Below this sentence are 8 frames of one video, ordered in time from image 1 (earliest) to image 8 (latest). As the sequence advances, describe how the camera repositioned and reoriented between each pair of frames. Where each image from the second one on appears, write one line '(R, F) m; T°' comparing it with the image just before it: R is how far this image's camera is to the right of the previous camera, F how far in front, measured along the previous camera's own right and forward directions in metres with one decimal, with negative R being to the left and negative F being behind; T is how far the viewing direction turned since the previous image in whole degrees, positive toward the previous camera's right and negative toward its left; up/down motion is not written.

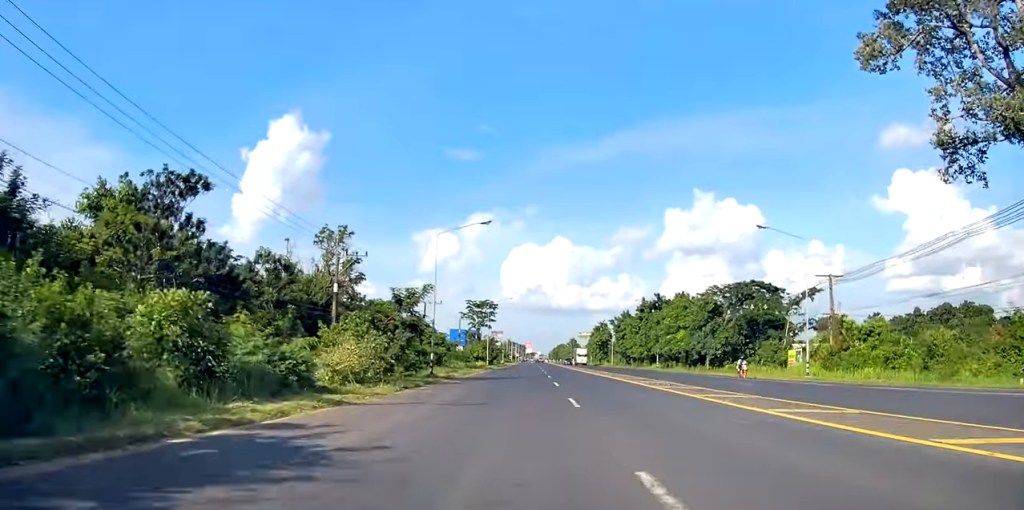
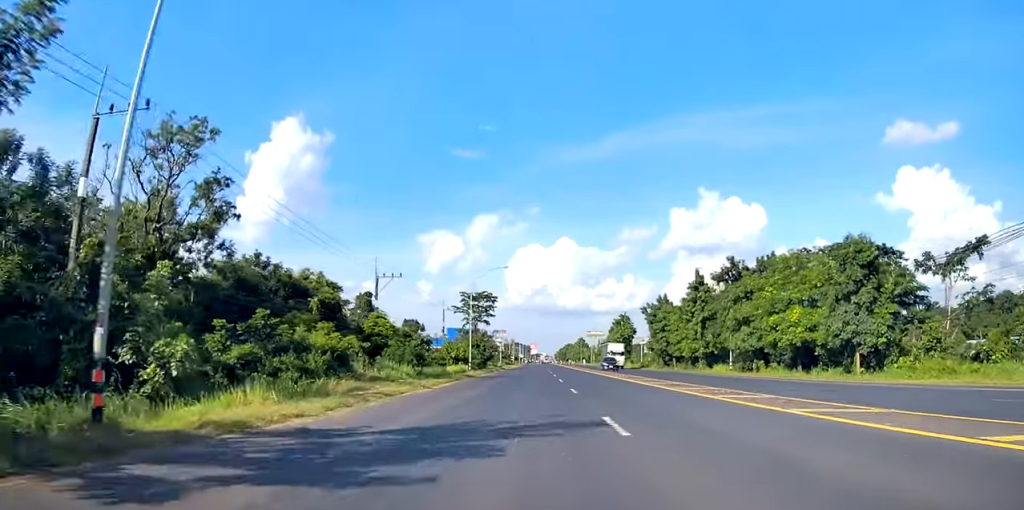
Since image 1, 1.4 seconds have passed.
(+0.3, +30.3) m; 0°
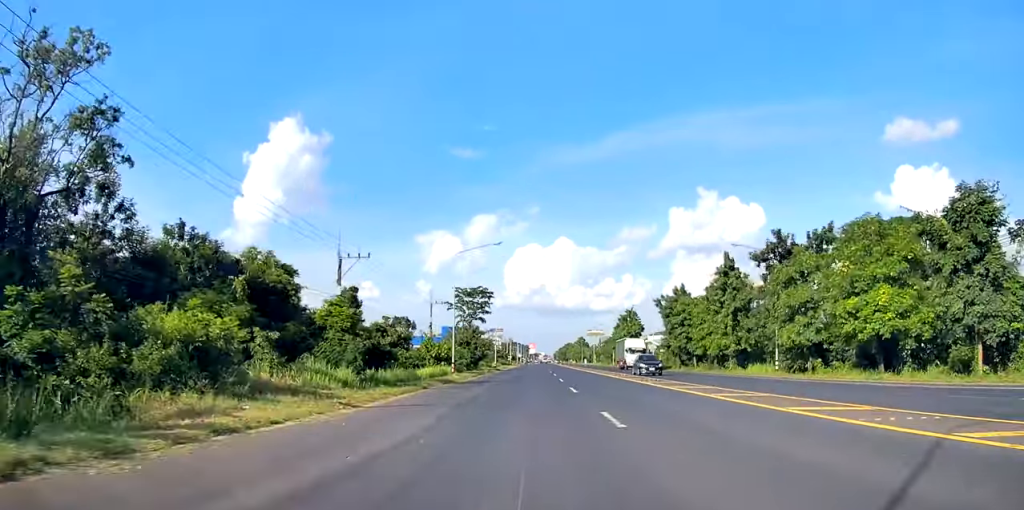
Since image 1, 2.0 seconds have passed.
(-0.3, +11.4) m; 0°
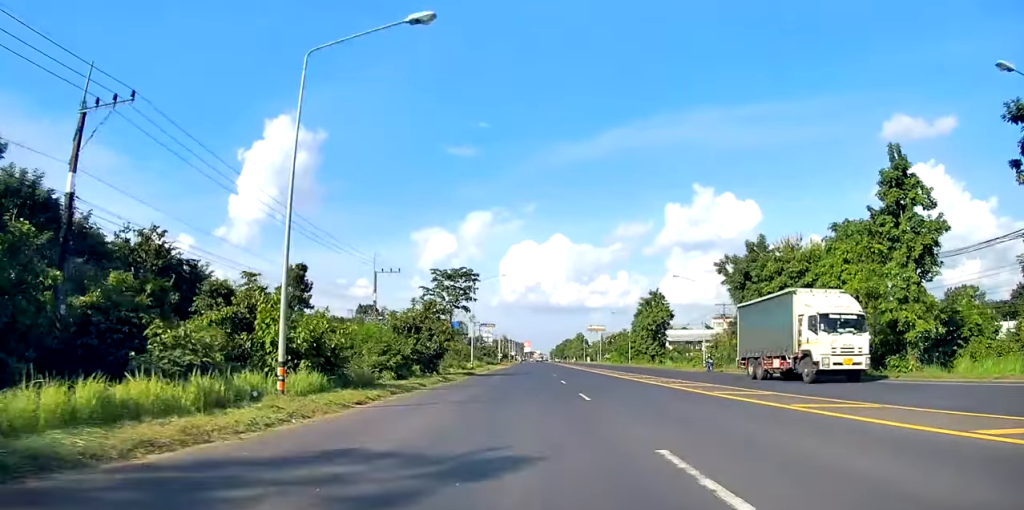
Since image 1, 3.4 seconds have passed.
(+0.3, +30.3) m; 0°
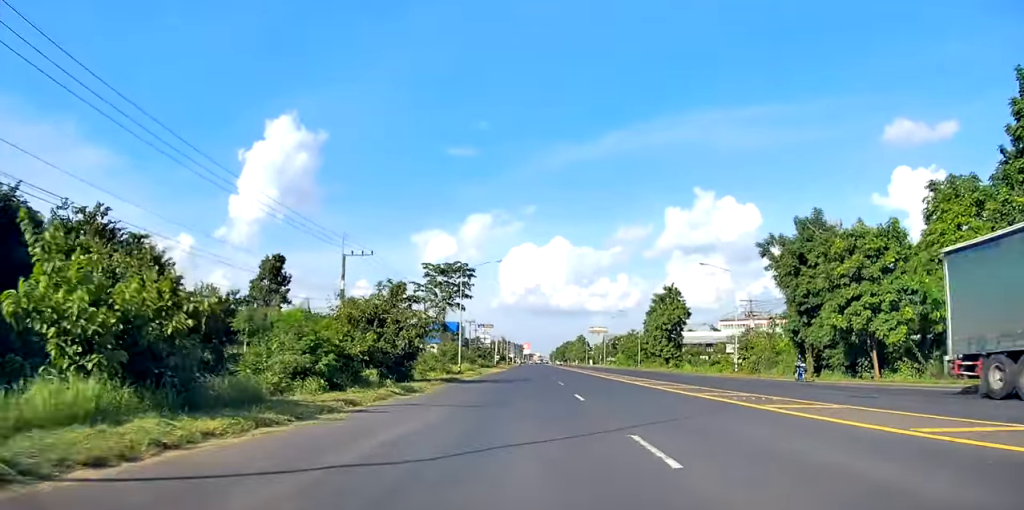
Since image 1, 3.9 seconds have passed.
(-0.2, +10.3) m; 0°
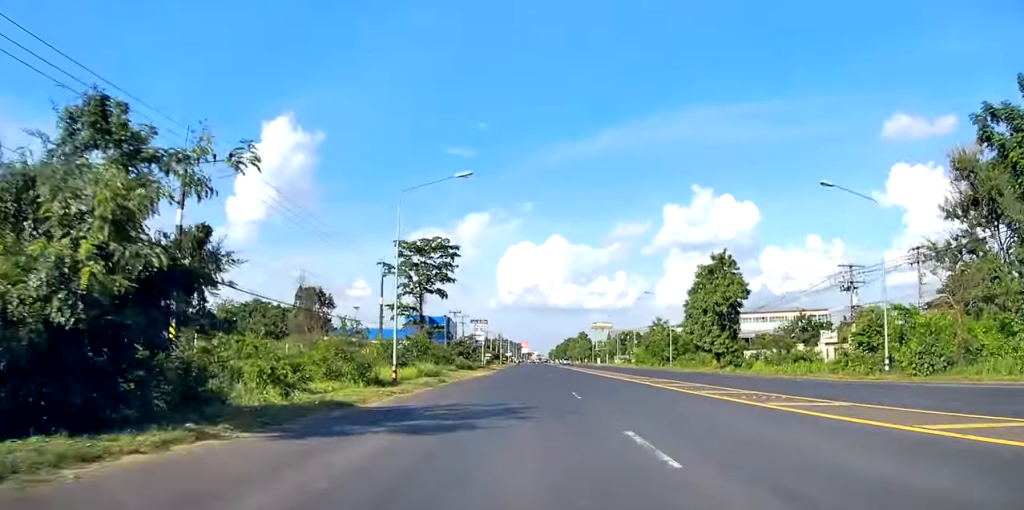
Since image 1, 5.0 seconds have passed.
(+0.3, +25.2) m; 0°
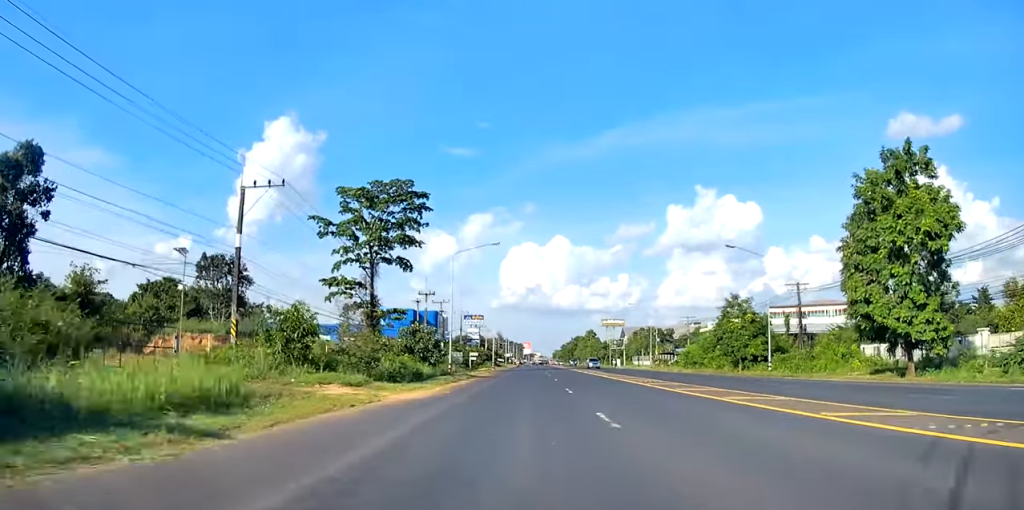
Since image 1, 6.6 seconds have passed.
(-0.6, +33.0) m; -1°
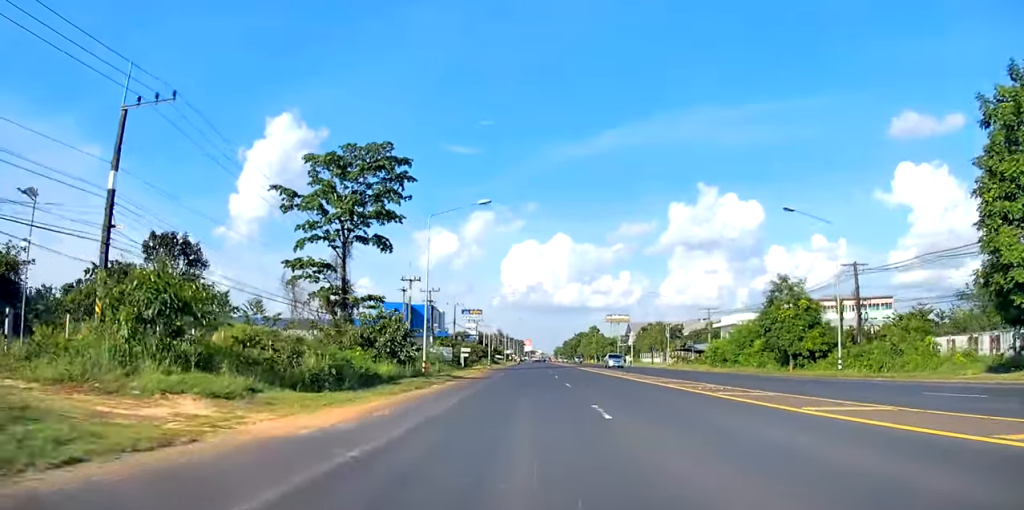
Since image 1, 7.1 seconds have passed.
(0.0, +10.8) m; 0°
